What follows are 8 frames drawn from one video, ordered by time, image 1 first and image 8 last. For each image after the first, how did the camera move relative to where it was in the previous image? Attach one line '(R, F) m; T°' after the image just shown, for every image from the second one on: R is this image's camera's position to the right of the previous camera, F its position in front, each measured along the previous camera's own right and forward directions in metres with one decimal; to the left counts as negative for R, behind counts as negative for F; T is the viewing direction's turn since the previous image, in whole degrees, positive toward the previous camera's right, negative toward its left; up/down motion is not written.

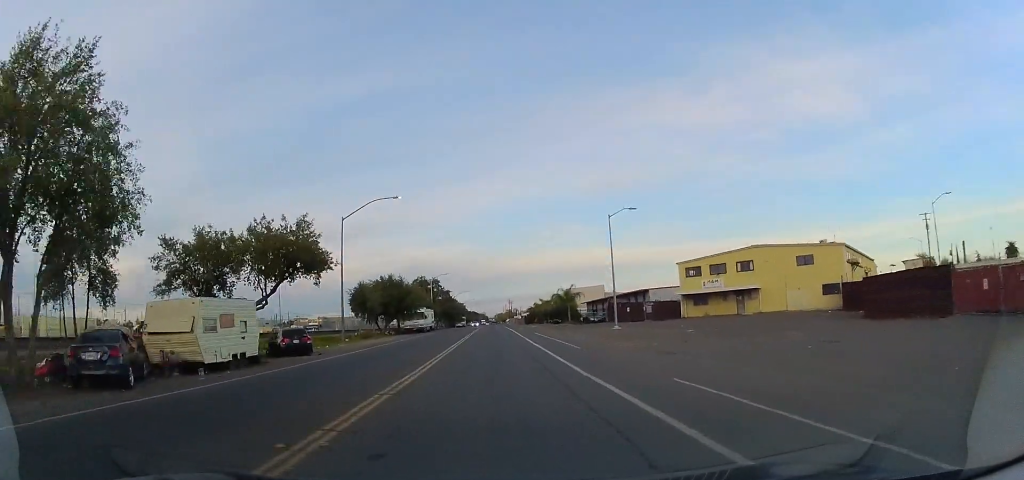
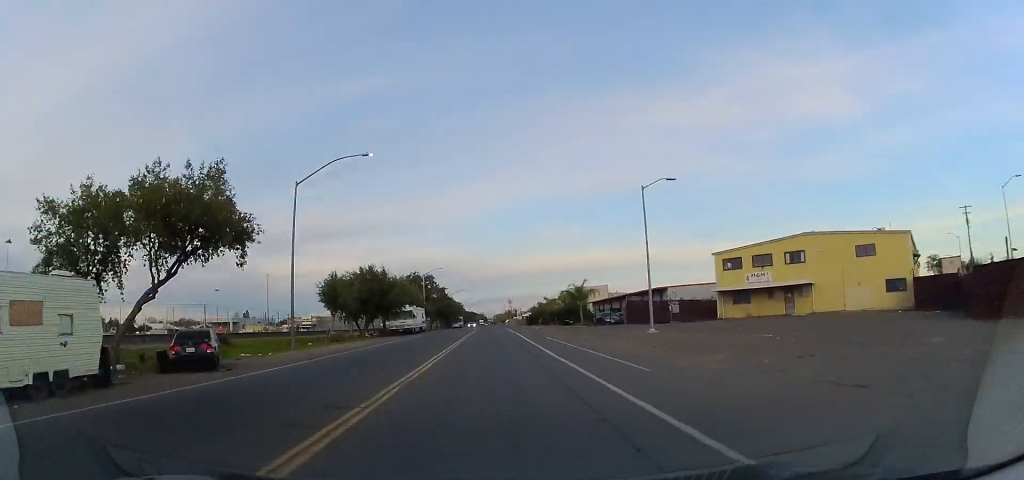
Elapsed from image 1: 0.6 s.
(-0.6, +9.3) m; -1°
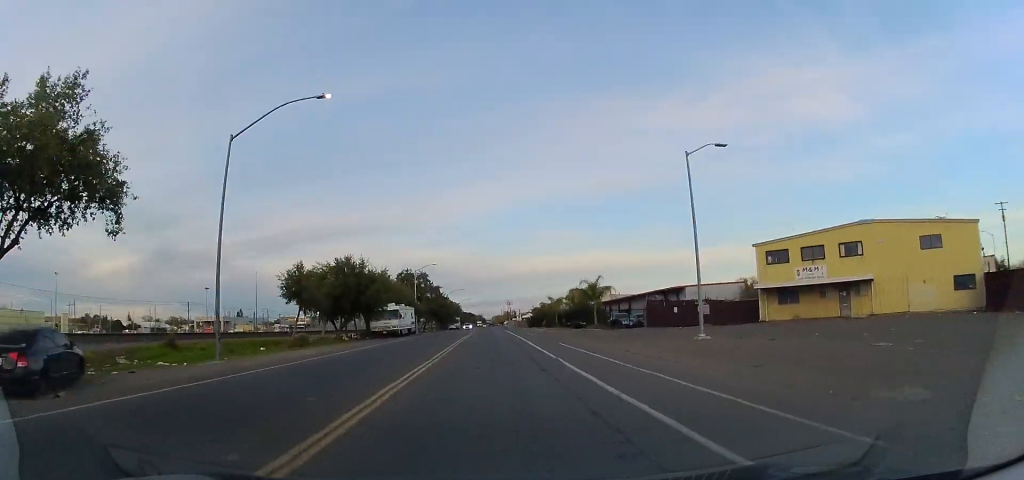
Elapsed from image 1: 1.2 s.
(+0.2, +8.0) m; +3°
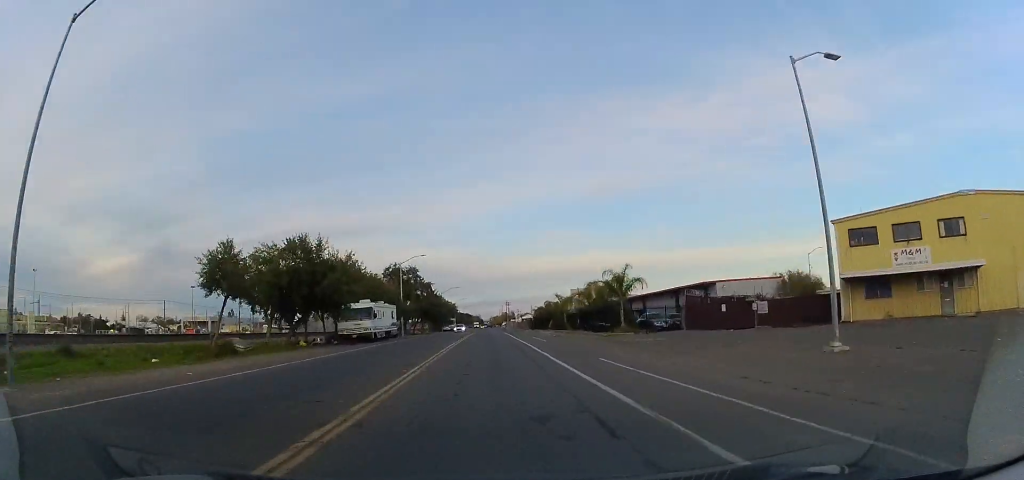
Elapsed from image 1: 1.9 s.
(+0.2, +10.6) m; +5°
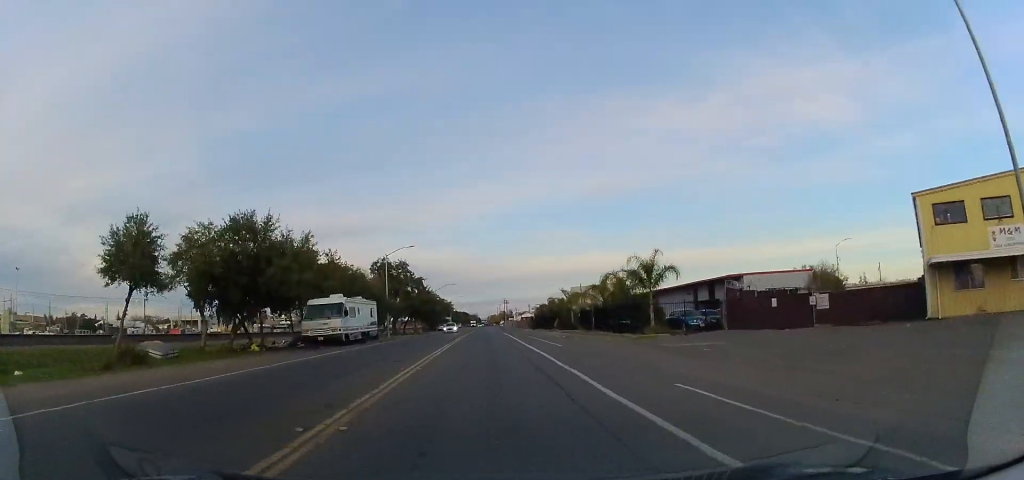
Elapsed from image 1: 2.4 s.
(+0.6, +7.7) m; +2°
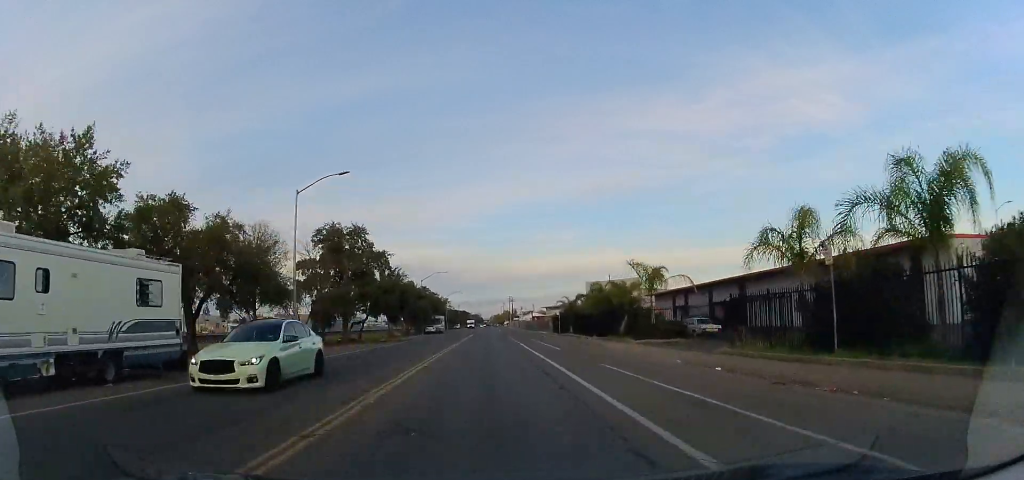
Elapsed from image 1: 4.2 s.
(-0.4, +28.3) m; -4°
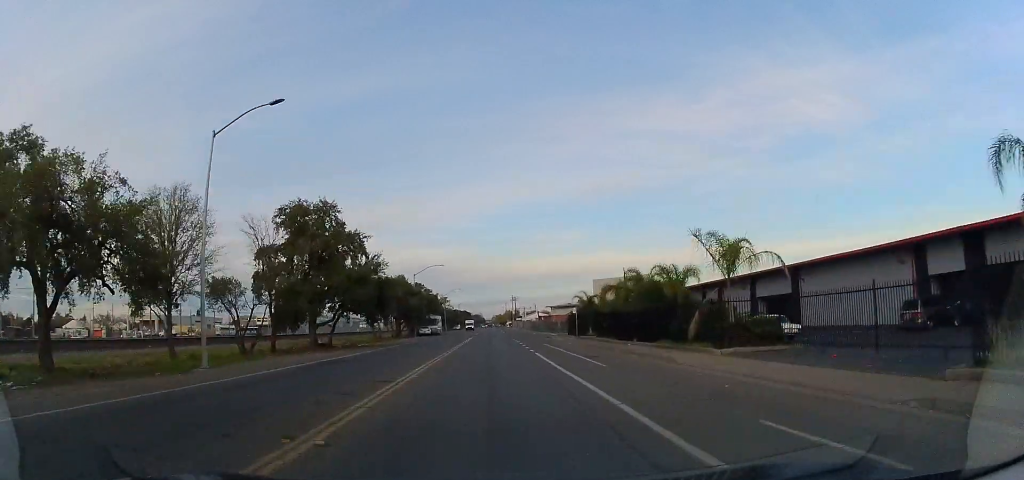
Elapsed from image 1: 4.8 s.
(-0.2, +9.9) m; -2°
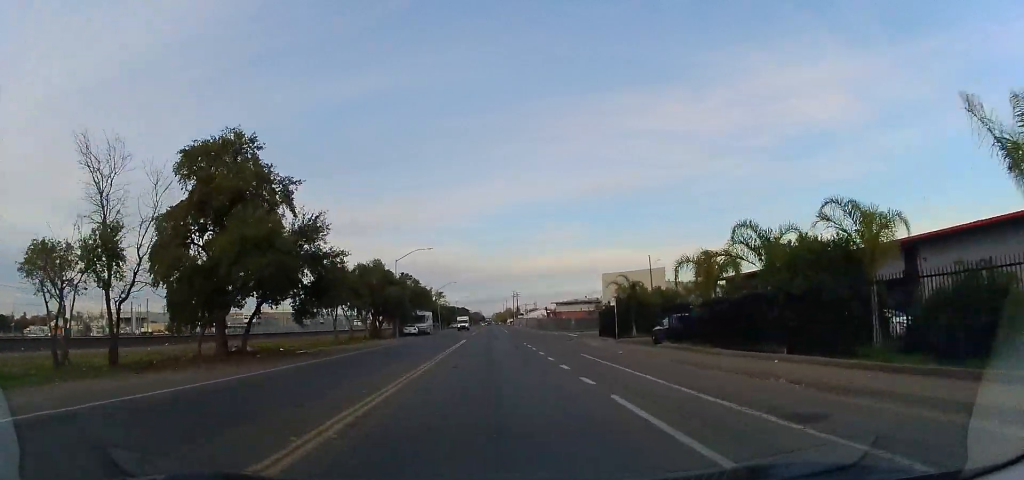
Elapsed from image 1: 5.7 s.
(-0.3, +14.6) m; 0°
